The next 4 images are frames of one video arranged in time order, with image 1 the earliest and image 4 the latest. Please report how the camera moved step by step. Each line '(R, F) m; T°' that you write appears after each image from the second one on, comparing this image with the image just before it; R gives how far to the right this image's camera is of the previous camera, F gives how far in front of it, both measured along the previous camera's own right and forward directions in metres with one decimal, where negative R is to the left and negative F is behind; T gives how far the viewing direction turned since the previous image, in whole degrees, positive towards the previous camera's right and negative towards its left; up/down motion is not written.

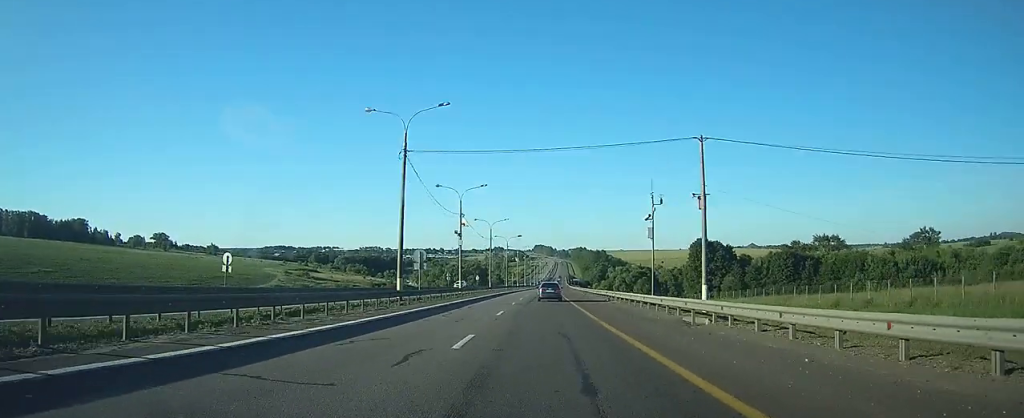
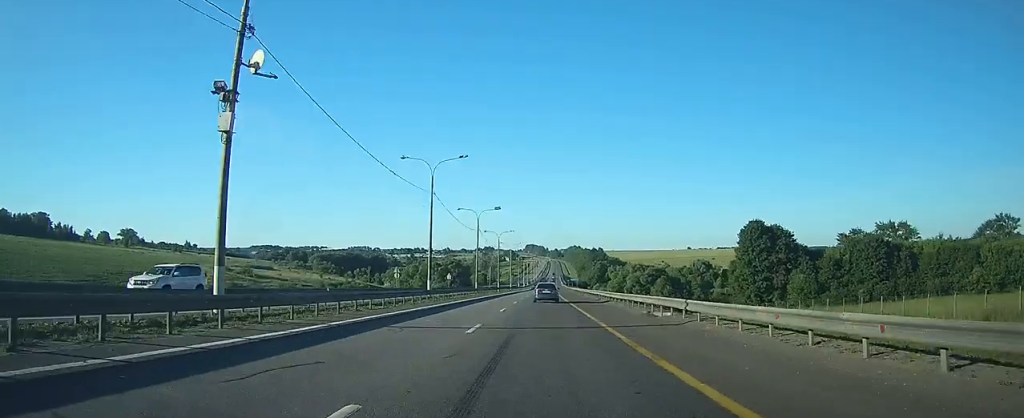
(+0.1, +45.1) m; 0°
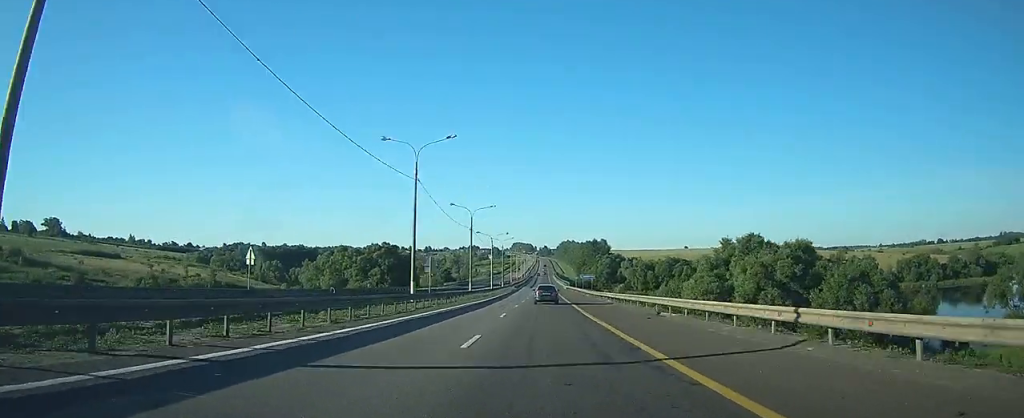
(+1.6, +99.8) m; +2°
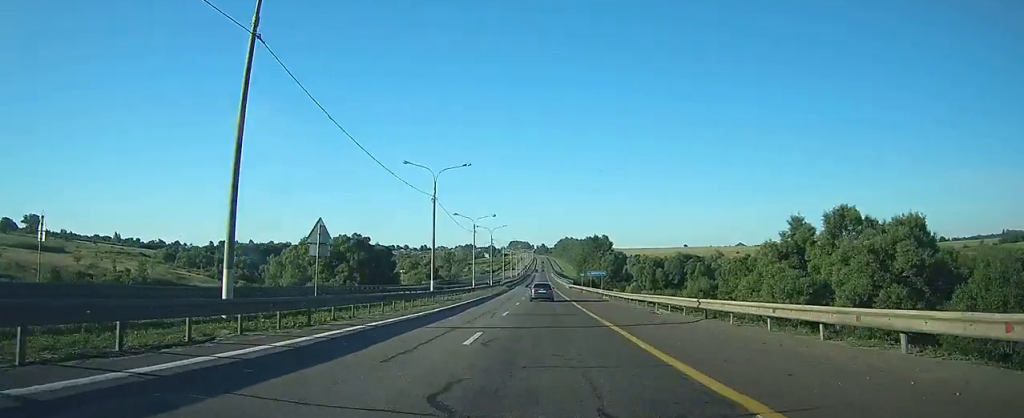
(+0.1, +23.5) m; 0°
